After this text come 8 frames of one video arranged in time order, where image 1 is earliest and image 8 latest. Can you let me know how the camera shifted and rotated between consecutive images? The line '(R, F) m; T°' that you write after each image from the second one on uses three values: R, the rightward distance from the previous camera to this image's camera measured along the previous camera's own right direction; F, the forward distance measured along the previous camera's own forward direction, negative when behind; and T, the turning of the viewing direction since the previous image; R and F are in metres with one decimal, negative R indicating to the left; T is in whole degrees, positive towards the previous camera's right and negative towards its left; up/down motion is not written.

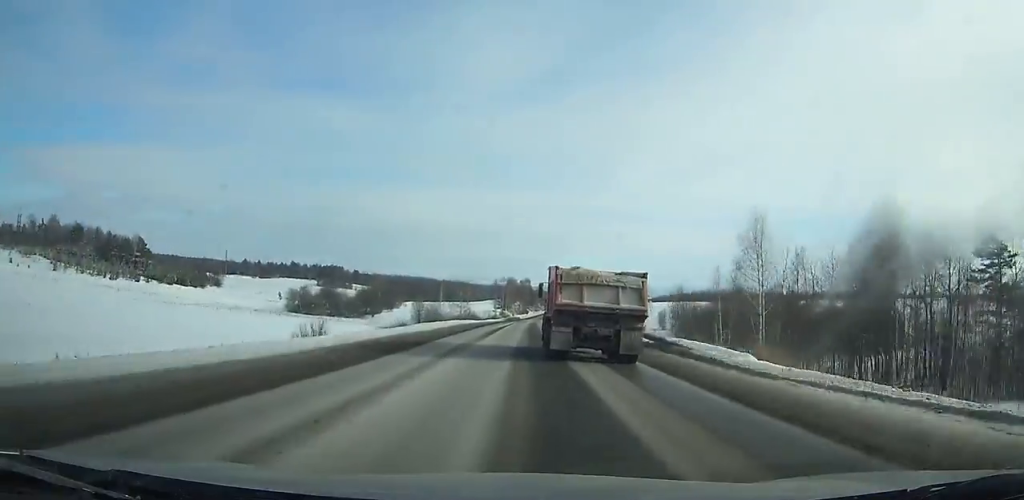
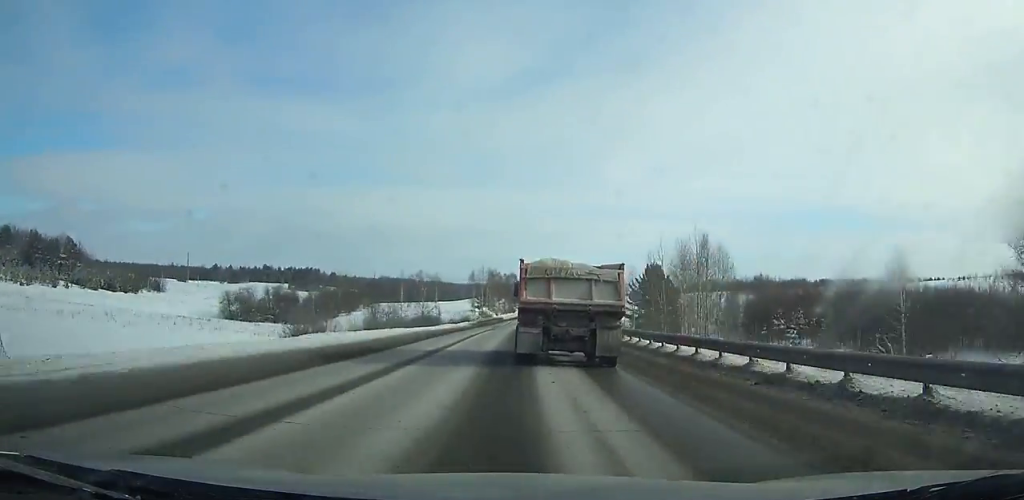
(+0.7, +40.5) m; +1°
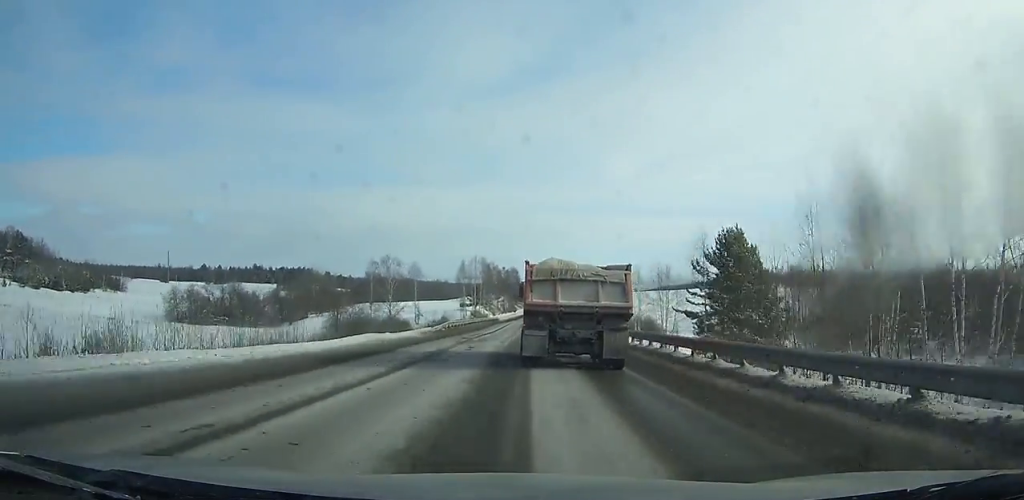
(+0.2, +31.0) m; +1°
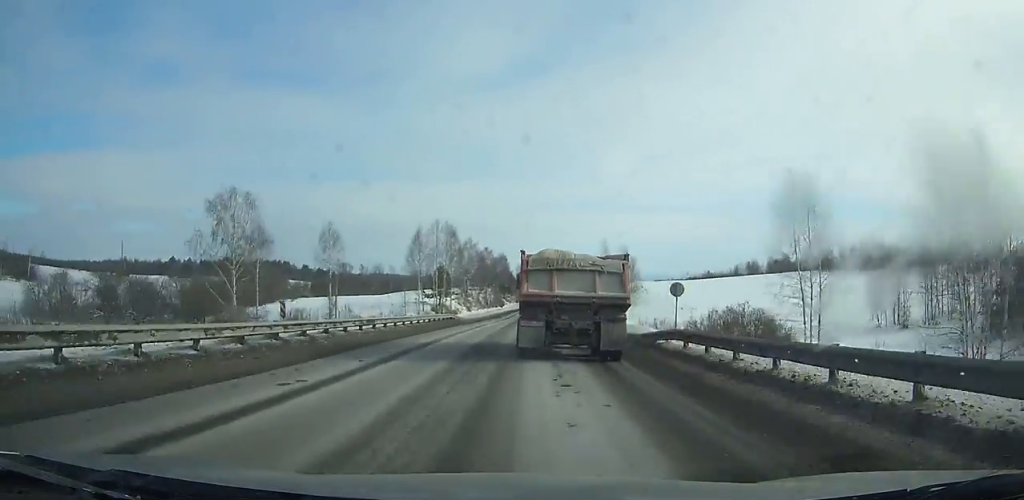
(0.0, +47.0) m; 0°
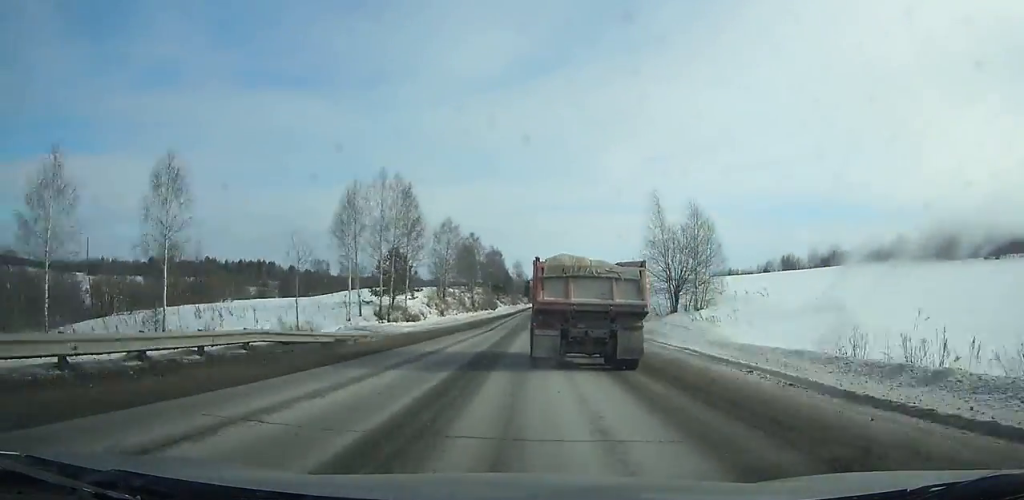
(+0.1, +33.8) m; 0°
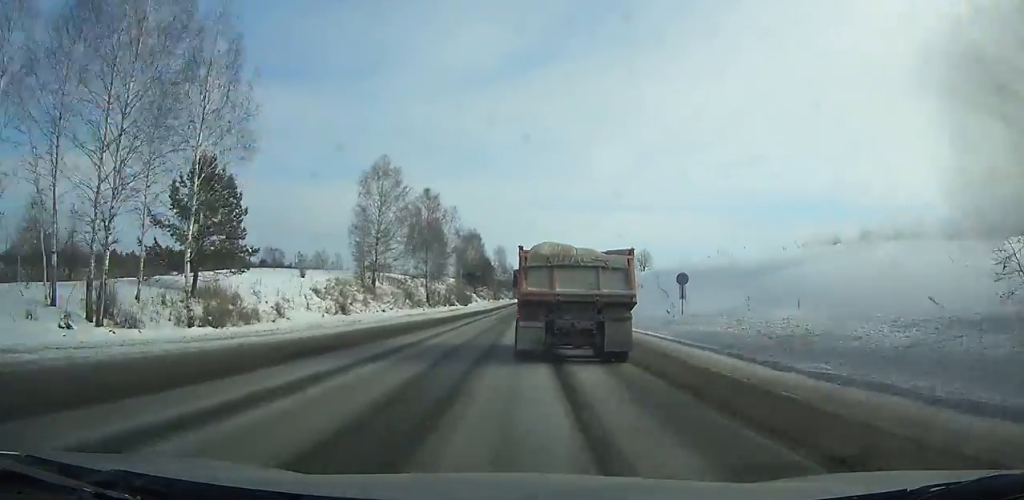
(0.0, +38.0) m; 0°
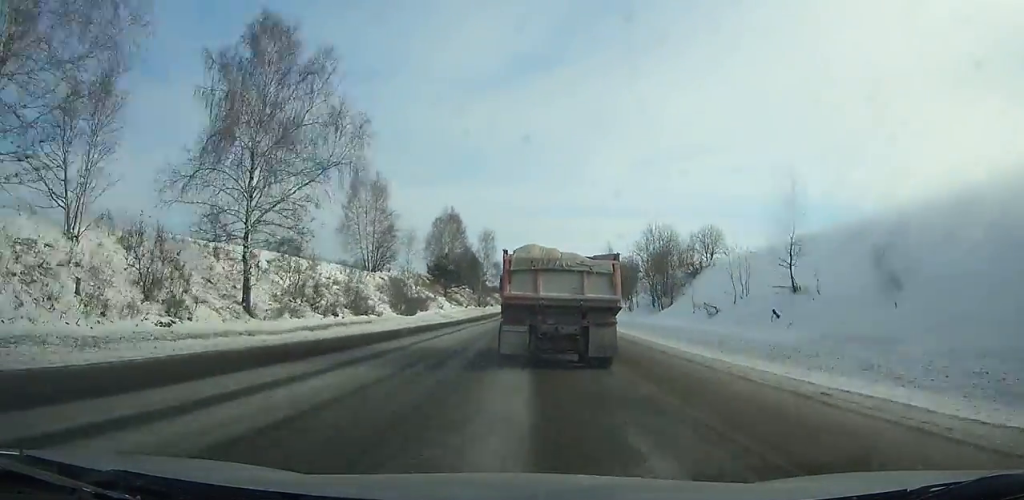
(+0.3, +48.6) m; +1°
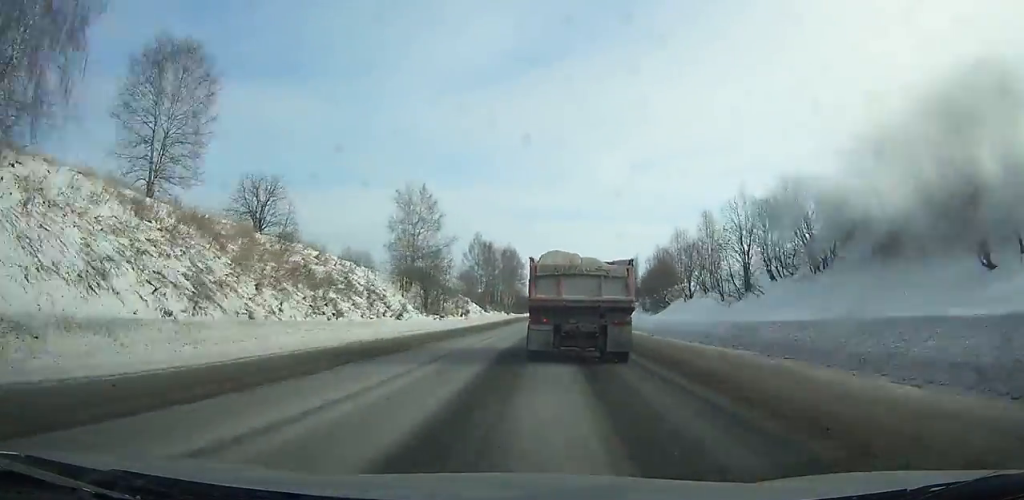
(+2.4, +148.2) m; +2°
